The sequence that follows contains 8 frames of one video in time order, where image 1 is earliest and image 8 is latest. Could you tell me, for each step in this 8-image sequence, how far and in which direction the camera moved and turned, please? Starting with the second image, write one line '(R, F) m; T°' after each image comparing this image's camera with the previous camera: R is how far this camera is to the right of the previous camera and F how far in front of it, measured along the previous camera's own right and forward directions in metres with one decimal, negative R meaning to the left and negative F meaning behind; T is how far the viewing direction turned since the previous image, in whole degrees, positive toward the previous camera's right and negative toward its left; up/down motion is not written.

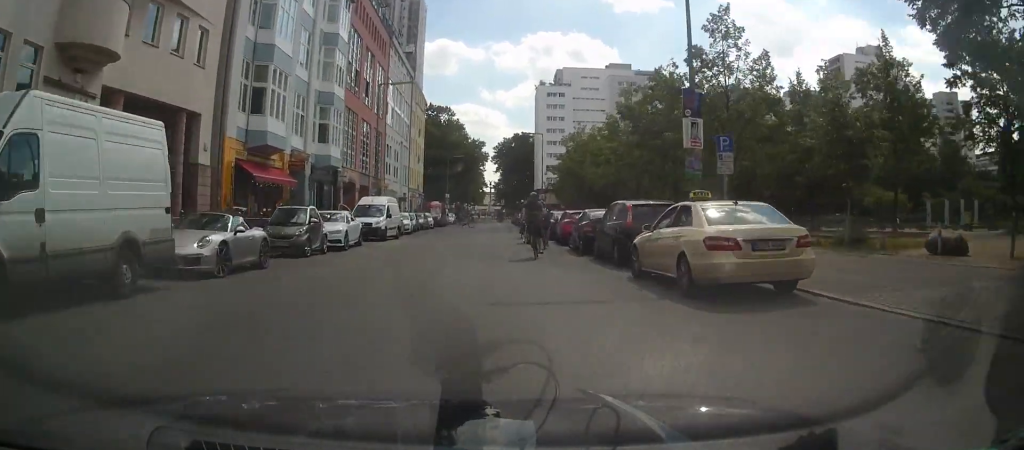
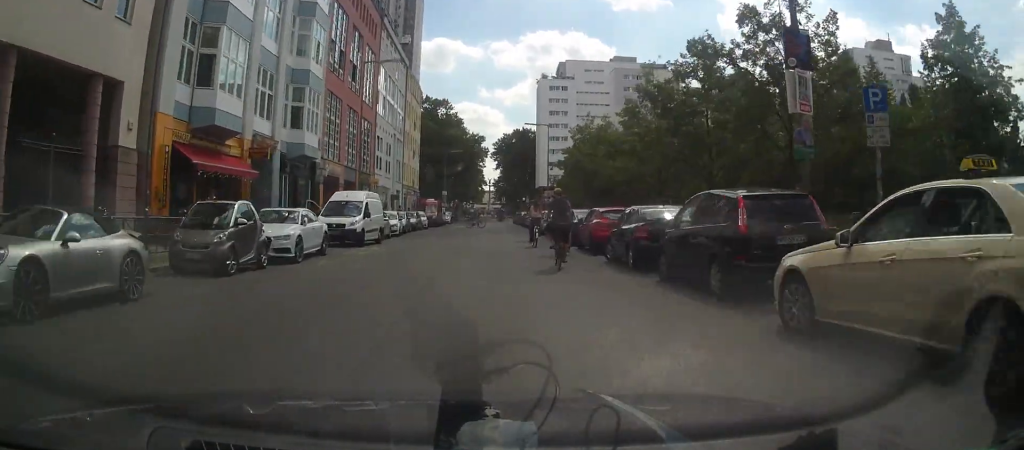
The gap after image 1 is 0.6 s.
(0.0, +6.9) m; 0°
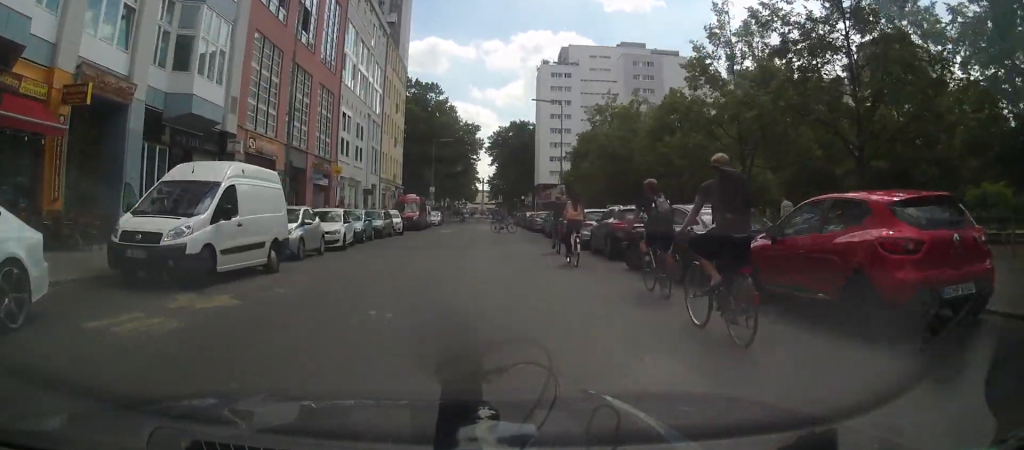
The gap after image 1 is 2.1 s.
(+0.1, +15.9) m; +2°
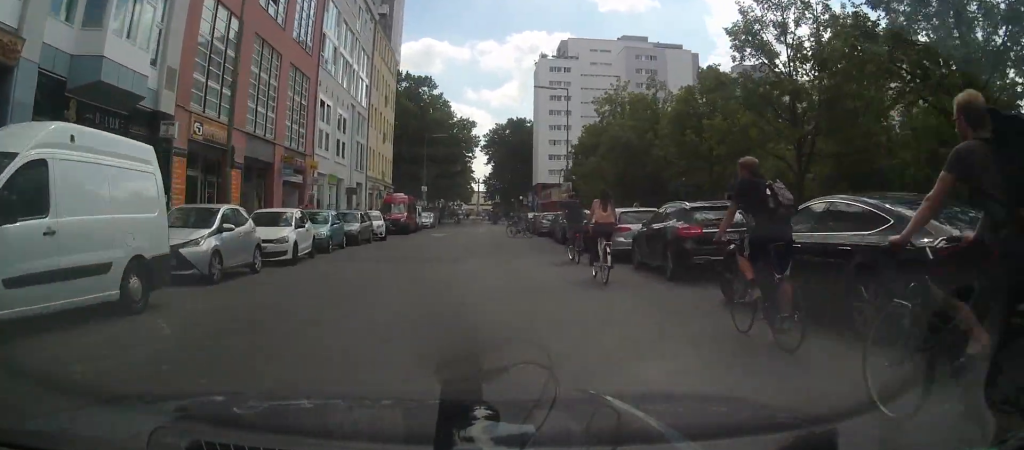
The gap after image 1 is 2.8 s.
(+0.1, +6.5) m; +1°
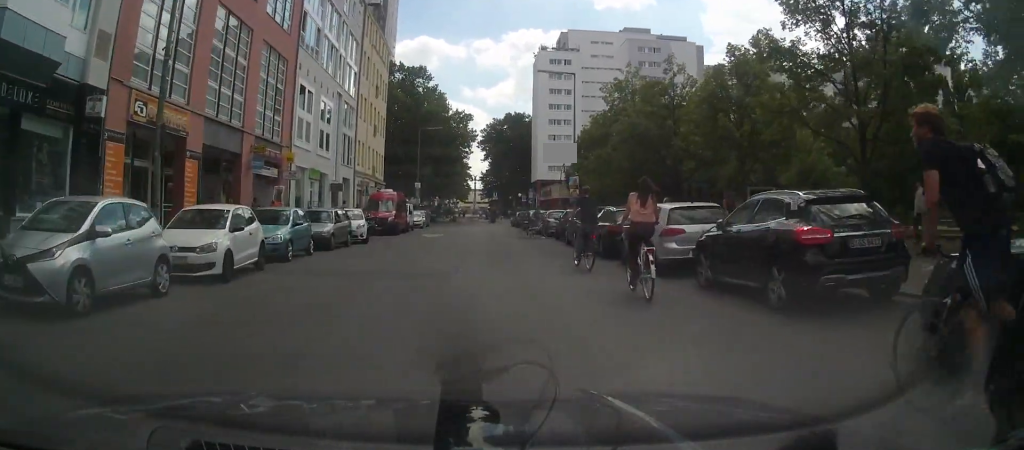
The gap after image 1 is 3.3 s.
(+0.1, +5.0) m; +1°
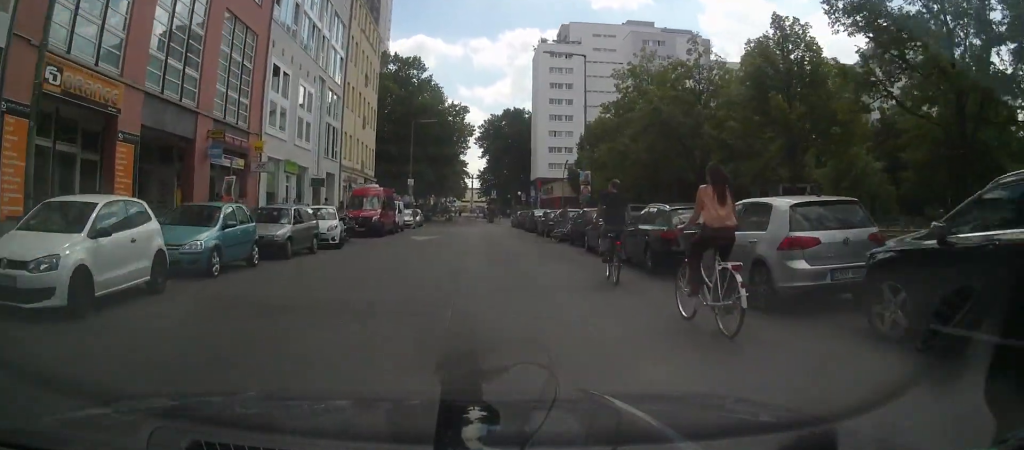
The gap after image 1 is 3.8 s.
(0.0, +5.5) m; 0°
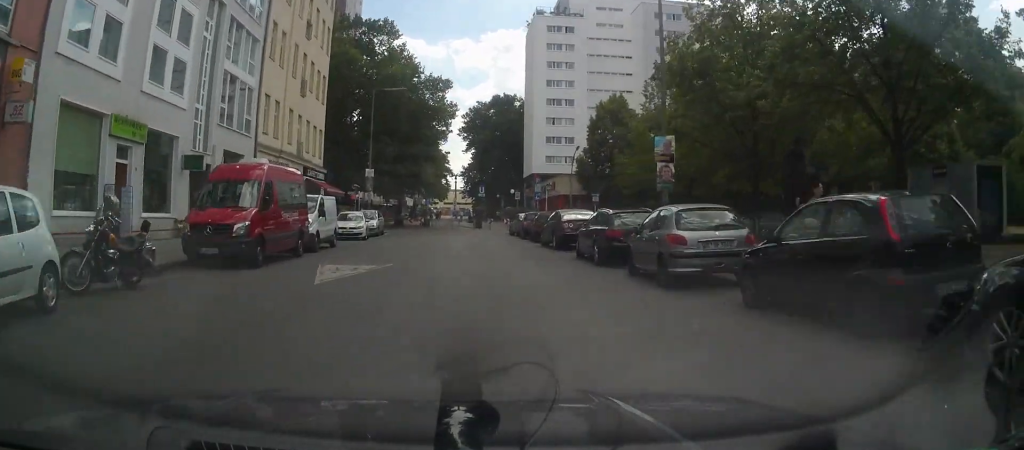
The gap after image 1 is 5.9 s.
(-0.5, +19.1) m; -1°
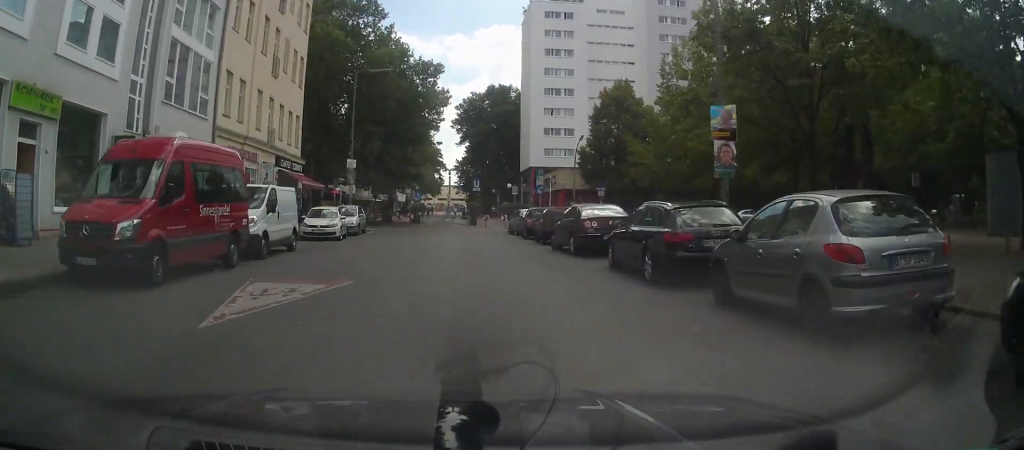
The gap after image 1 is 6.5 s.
(0.0, +5.6) m; +1°
